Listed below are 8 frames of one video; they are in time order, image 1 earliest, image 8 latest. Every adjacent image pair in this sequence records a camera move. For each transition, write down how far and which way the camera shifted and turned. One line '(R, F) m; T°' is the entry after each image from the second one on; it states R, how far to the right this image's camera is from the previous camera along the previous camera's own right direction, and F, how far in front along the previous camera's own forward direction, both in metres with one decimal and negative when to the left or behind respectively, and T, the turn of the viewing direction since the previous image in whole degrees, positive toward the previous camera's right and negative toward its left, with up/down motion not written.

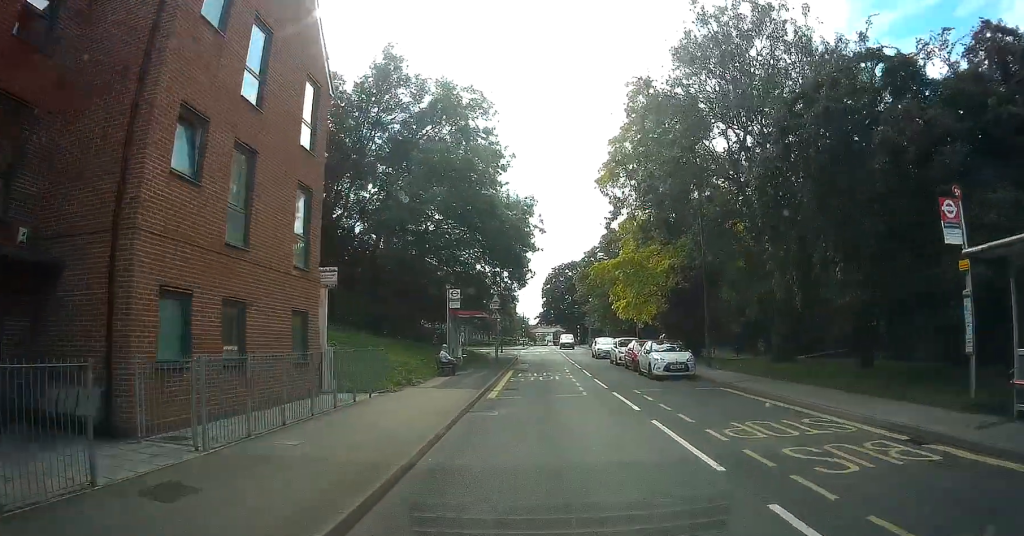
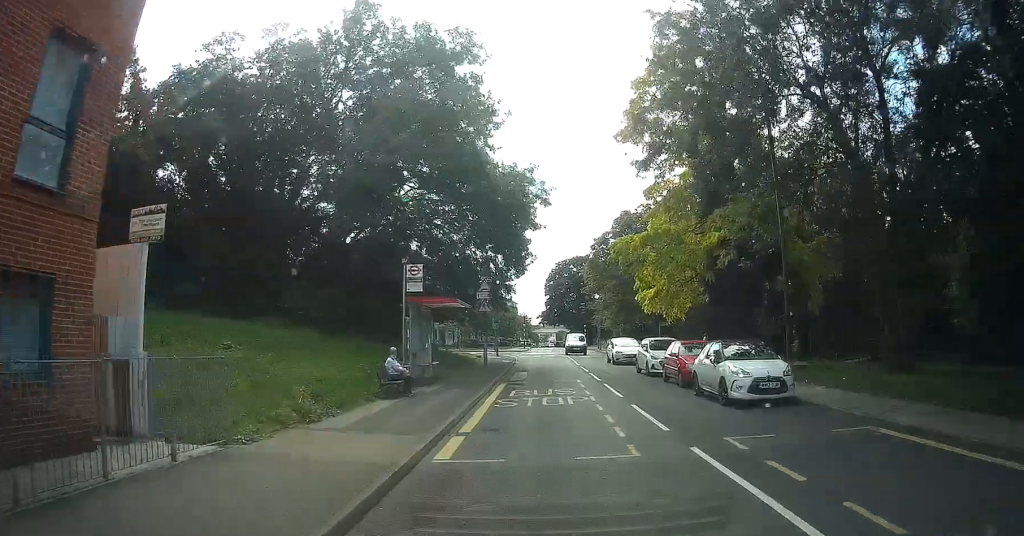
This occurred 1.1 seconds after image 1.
(0.0, +8.3) m; 0°
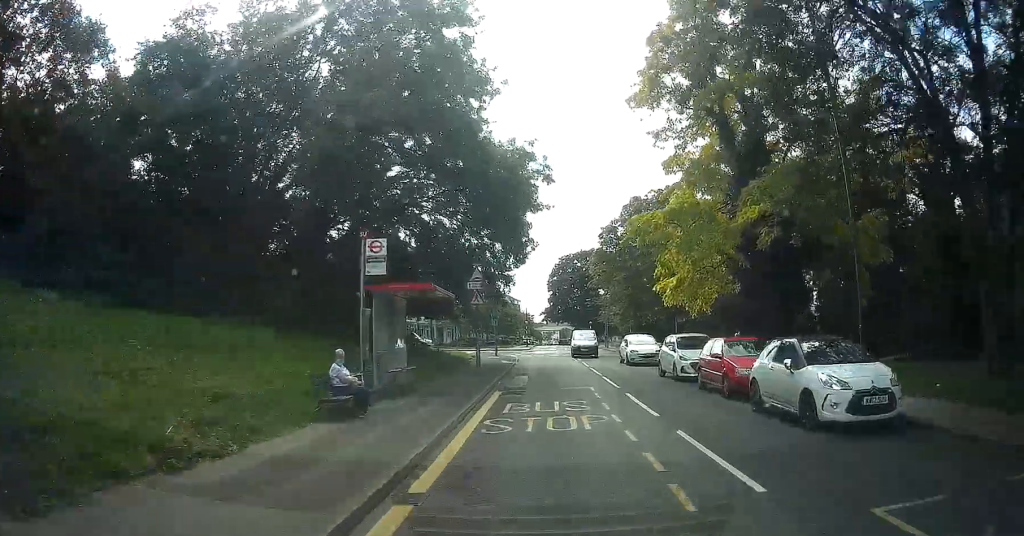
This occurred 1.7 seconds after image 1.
(0.0, +4.1) m; 0°
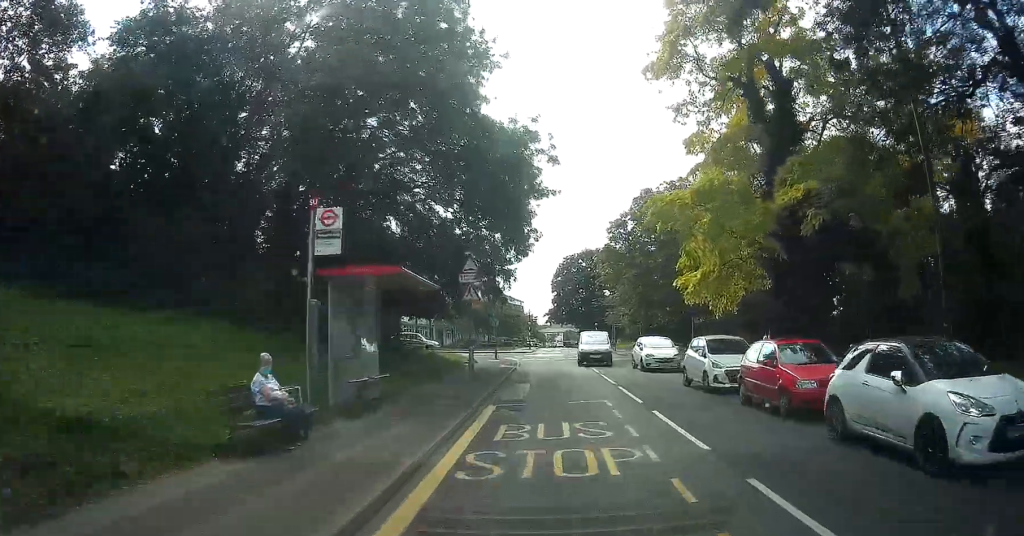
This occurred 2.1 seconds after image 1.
(0.0, +3.1) m; 0°
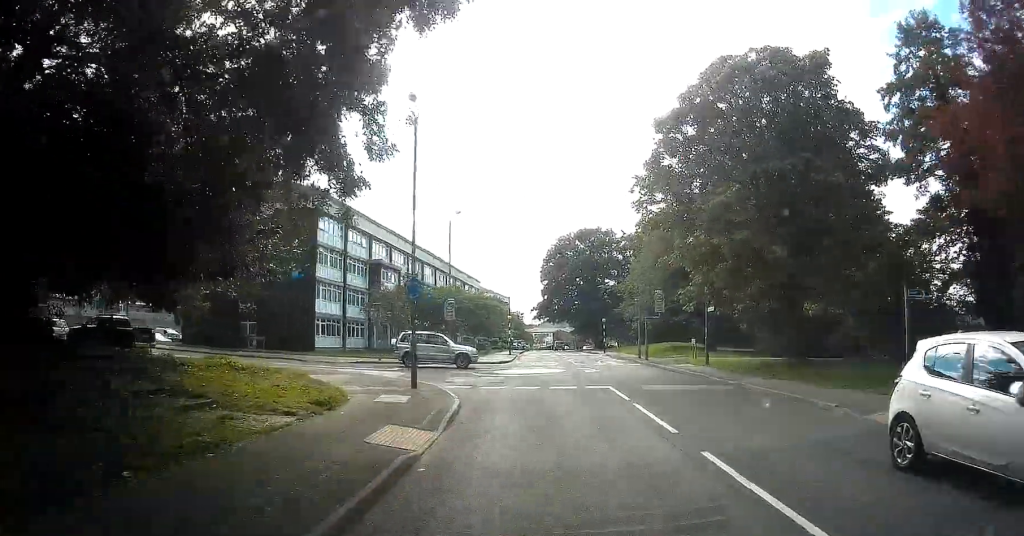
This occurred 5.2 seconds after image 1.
(0.0, +21.3) m; 0°
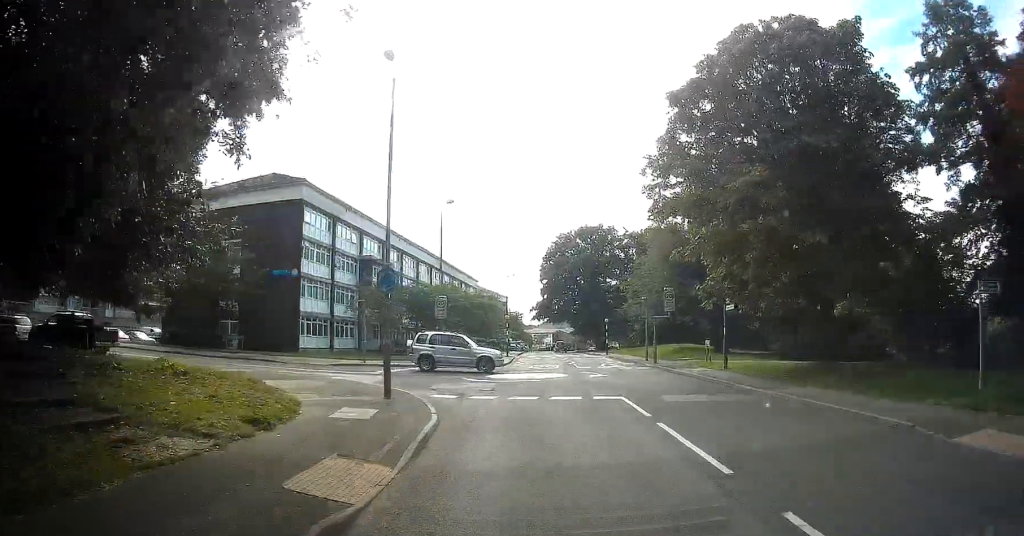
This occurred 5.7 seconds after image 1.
(0.0, +2.6) m; 0°
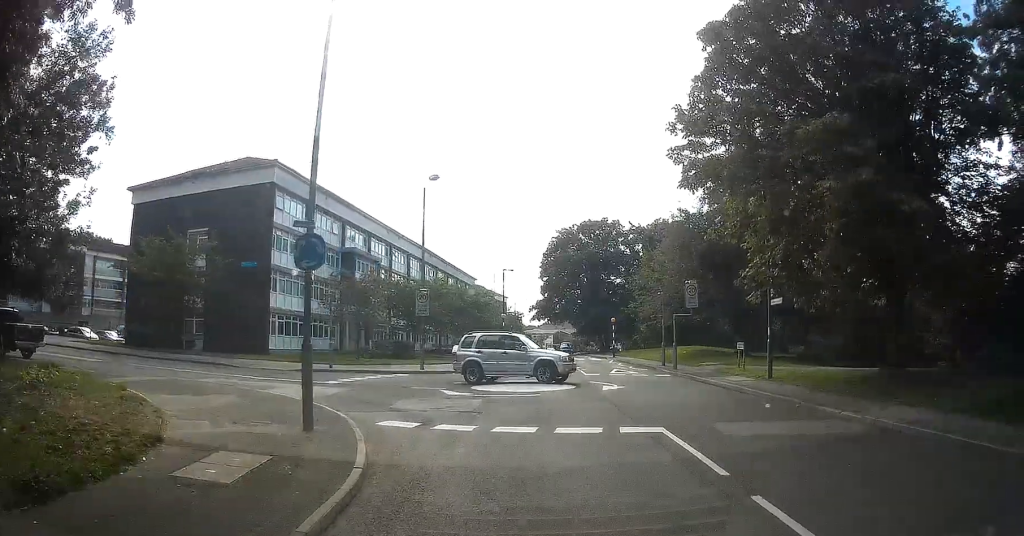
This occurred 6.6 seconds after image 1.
(0.0, +4.7) m; 0°
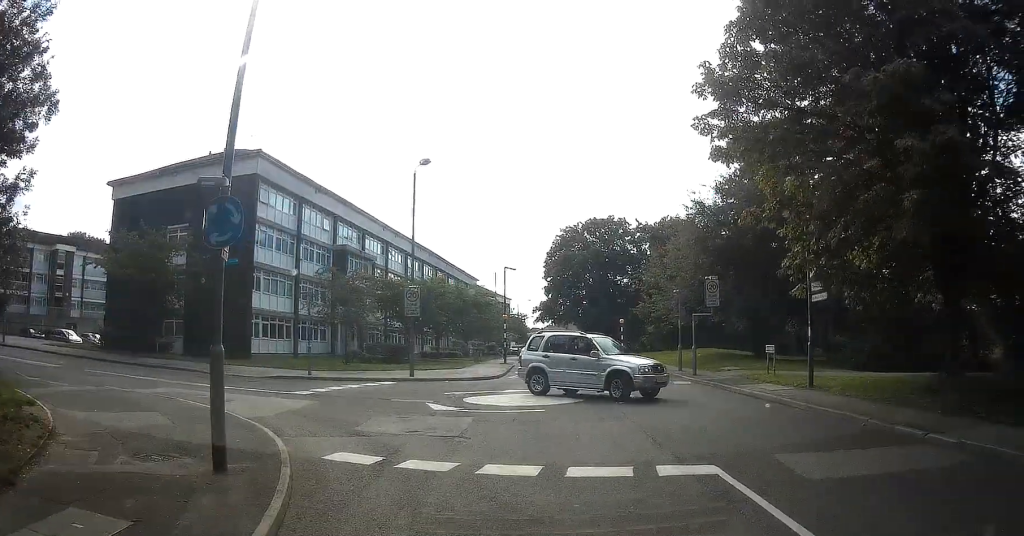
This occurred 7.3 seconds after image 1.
(0.0, +3.2) m; +1°
